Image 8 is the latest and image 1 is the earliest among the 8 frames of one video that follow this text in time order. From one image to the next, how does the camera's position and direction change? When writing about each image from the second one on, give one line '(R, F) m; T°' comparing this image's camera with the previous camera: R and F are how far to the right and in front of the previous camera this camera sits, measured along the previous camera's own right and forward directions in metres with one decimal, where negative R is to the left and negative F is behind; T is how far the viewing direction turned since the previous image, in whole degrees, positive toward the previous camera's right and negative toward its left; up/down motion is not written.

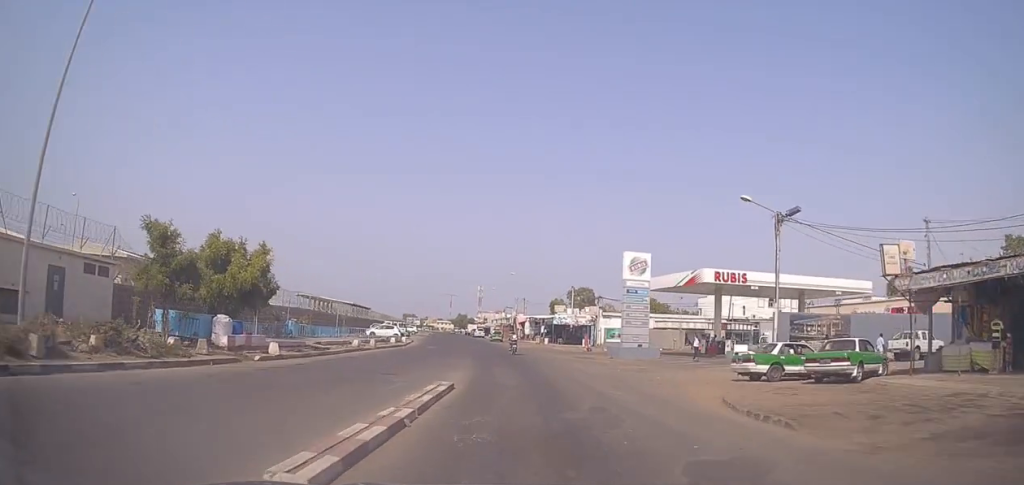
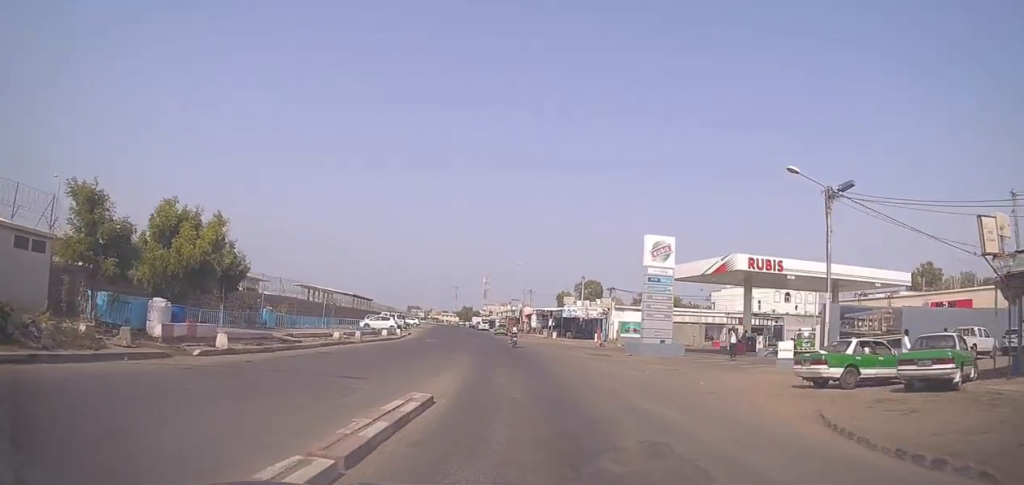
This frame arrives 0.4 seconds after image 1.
(+0.2, +4.7) m; +1°
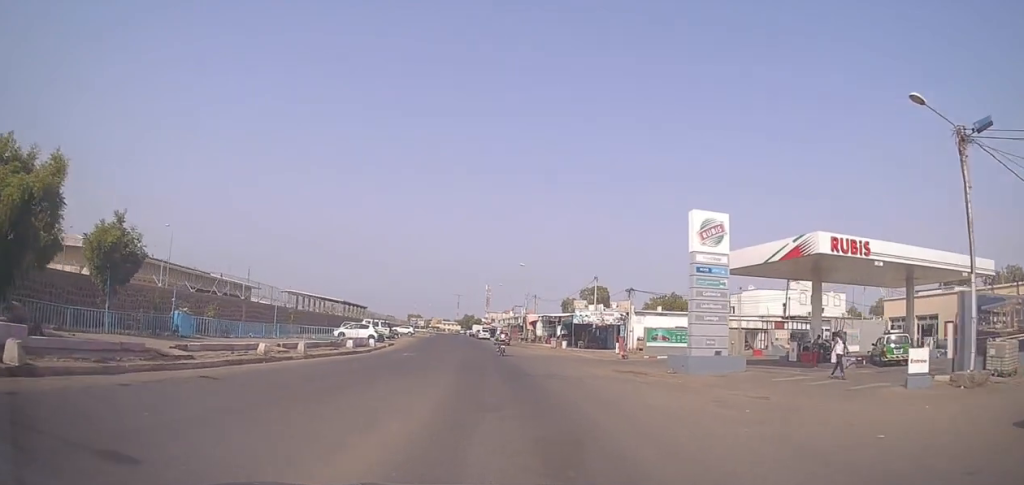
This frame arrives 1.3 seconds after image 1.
(+0.1, +9.4) m; -1°
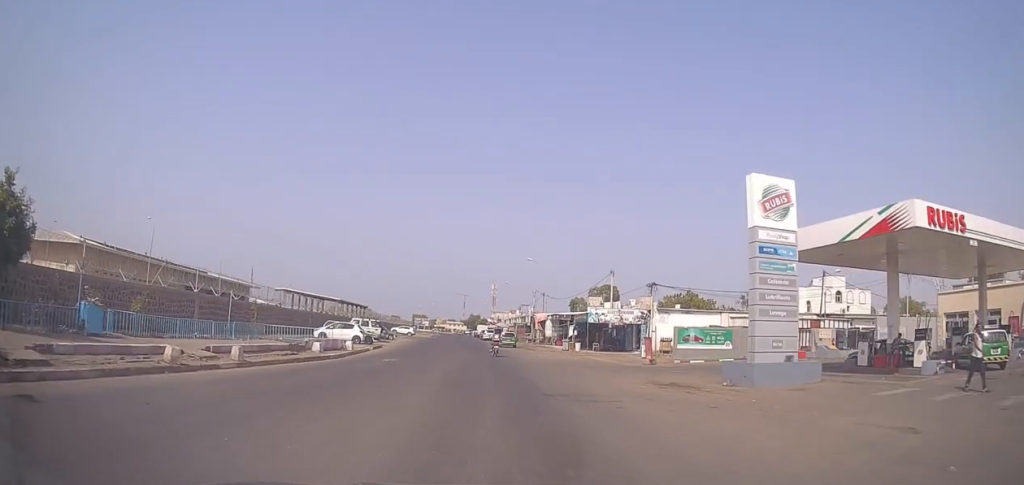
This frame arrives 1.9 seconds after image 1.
(0.0, +6.5) m; -2°
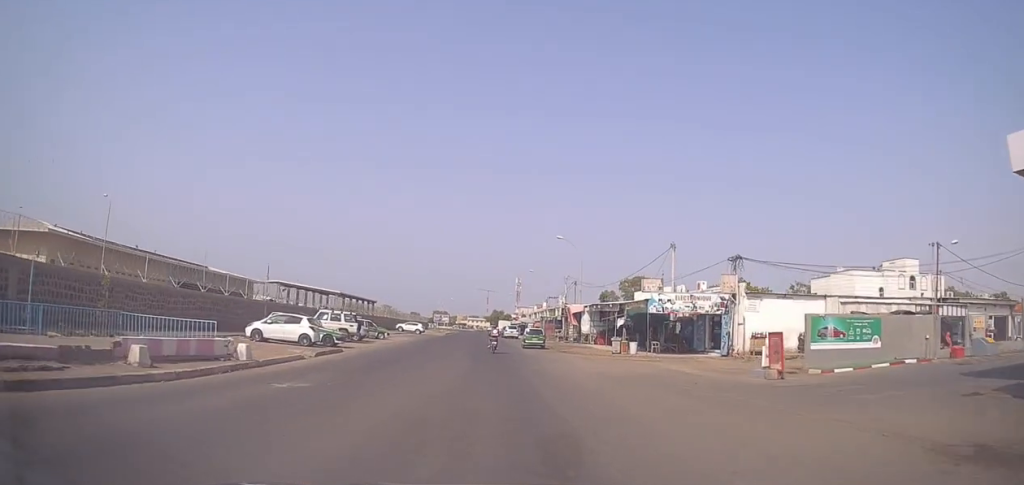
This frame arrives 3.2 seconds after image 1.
(-0.6, +14.1) m; -4°
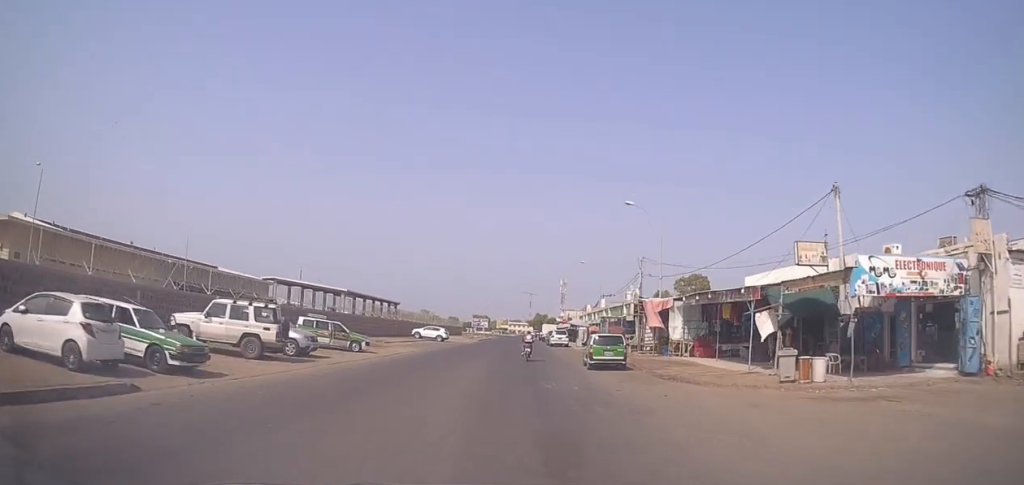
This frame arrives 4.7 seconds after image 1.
(-0.6, +17.7) m; -3°
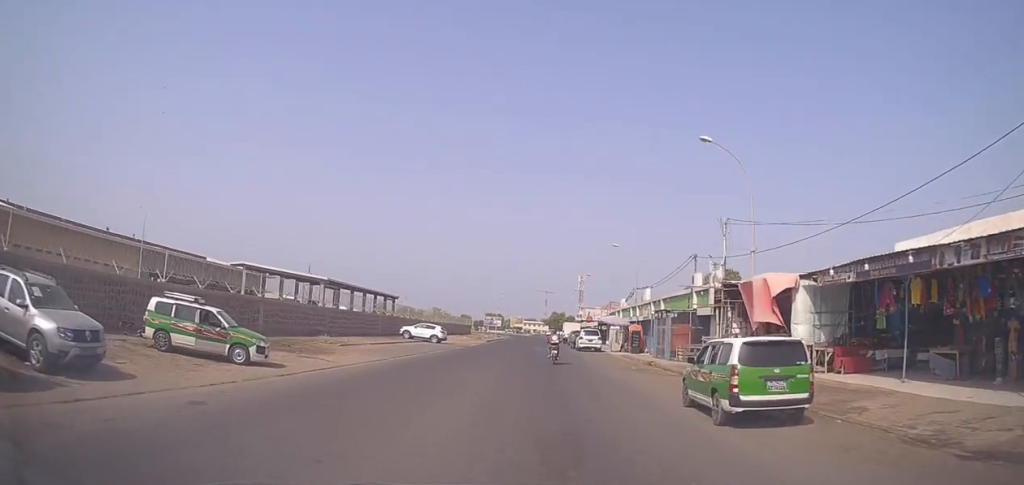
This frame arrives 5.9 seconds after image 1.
(0.0, +14.7) m; 0°
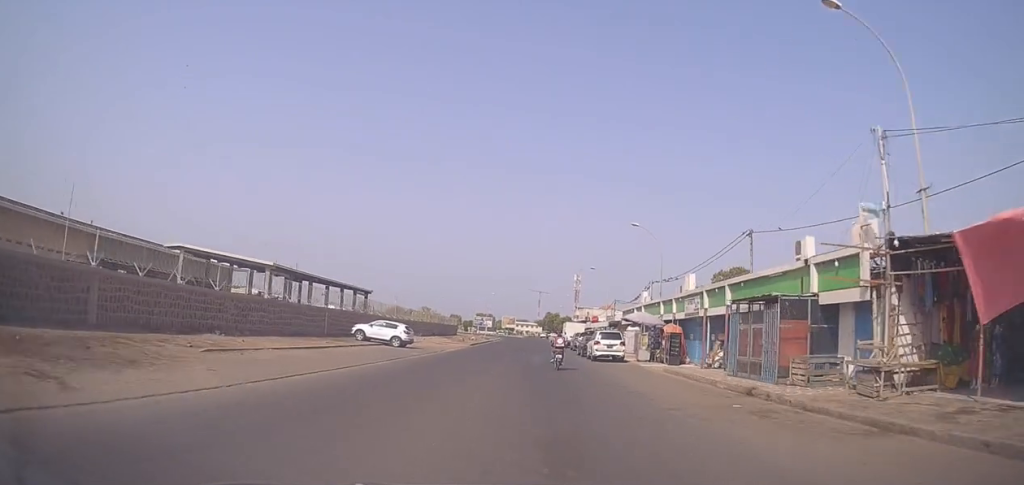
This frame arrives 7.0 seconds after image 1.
(0.0, +13.6) m; 0°
